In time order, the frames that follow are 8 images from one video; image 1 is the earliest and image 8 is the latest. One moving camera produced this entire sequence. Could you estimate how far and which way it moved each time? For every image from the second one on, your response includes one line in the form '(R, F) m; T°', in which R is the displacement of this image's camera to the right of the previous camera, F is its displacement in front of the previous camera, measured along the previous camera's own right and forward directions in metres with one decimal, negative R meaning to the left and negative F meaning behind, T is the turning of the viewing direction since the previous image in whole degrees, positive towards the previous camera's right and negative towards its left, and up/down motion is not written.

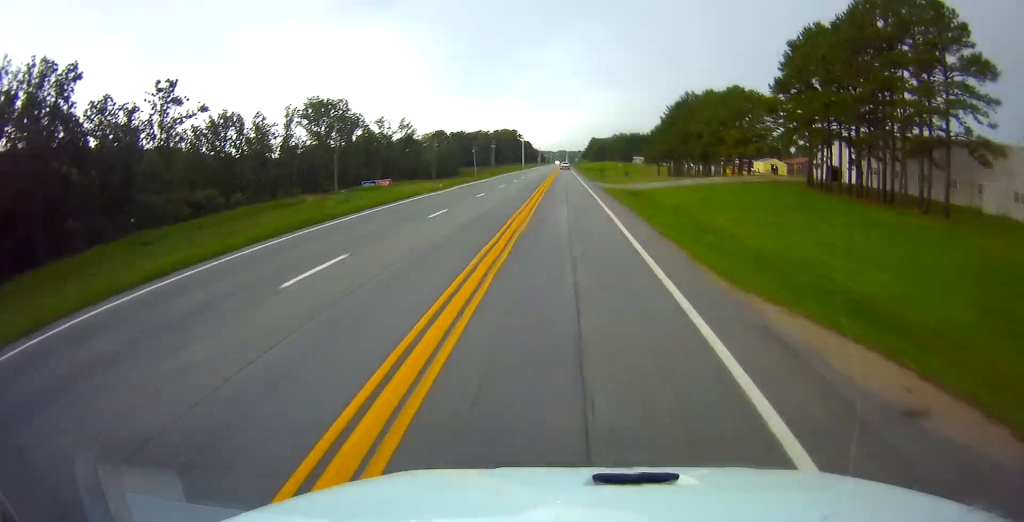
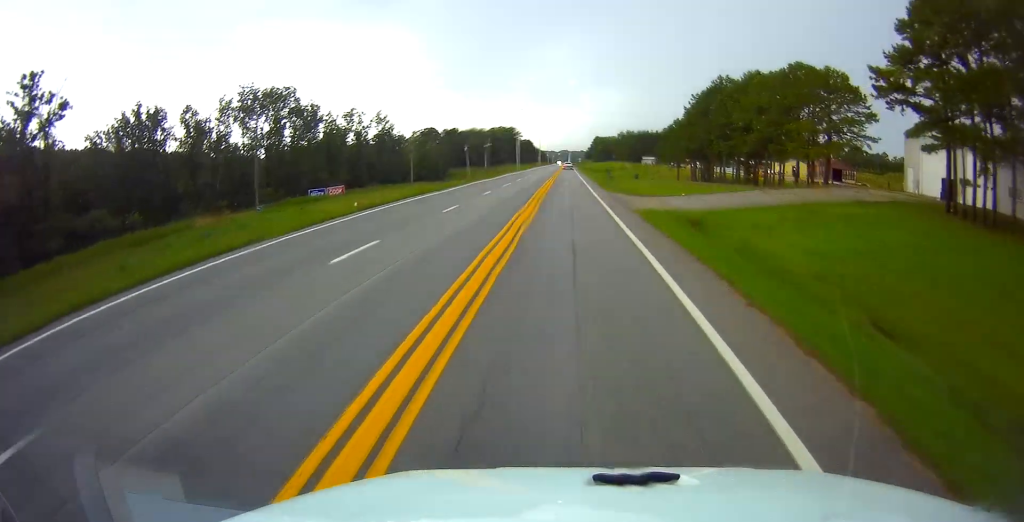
(-0.2, +22.4) m; +1°
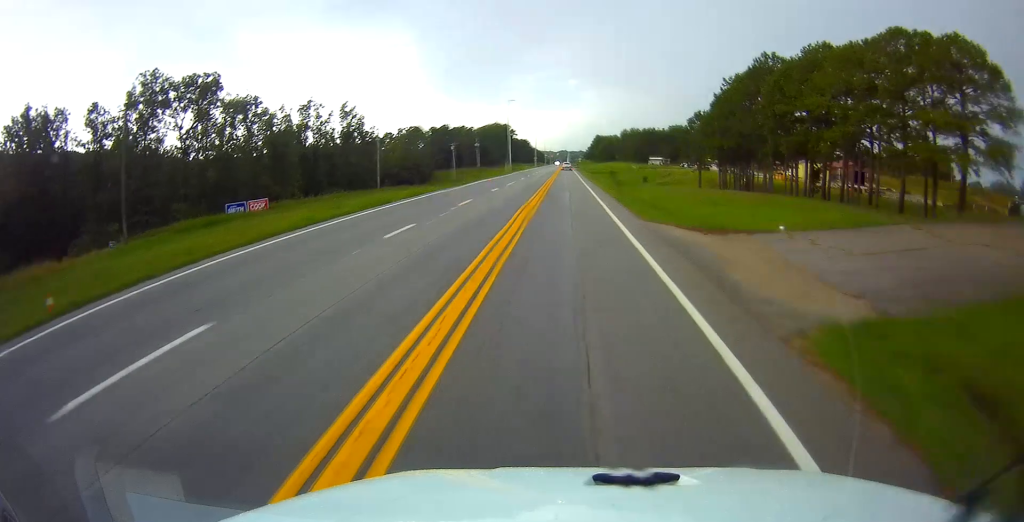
(+0.4, +20.7) m; 0°
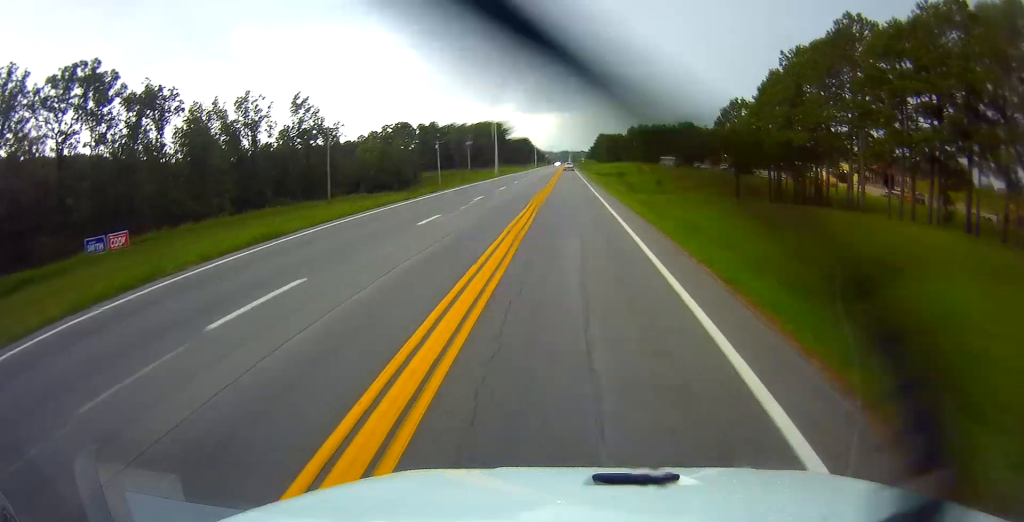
(-0.2, +21.5) m; -1°
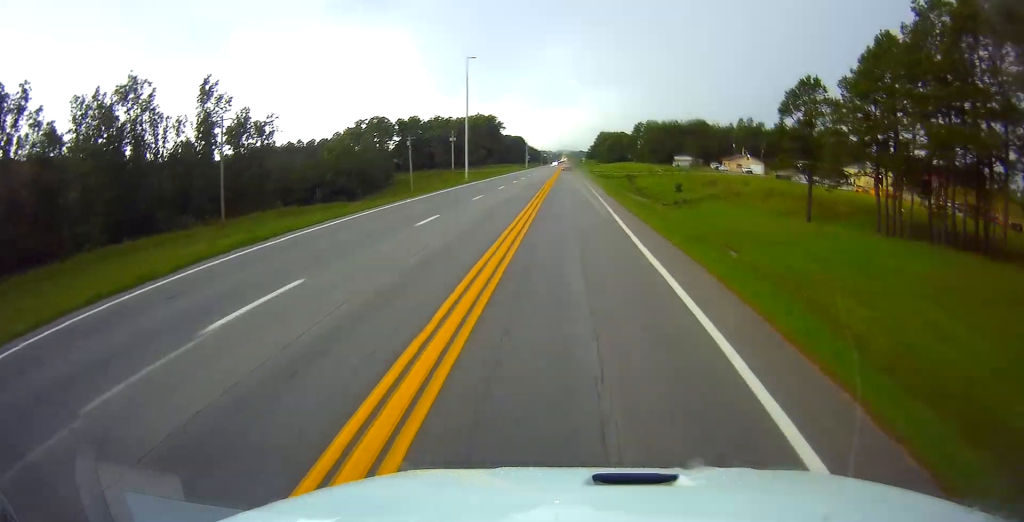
(-0.2, +25.1) m; 0°
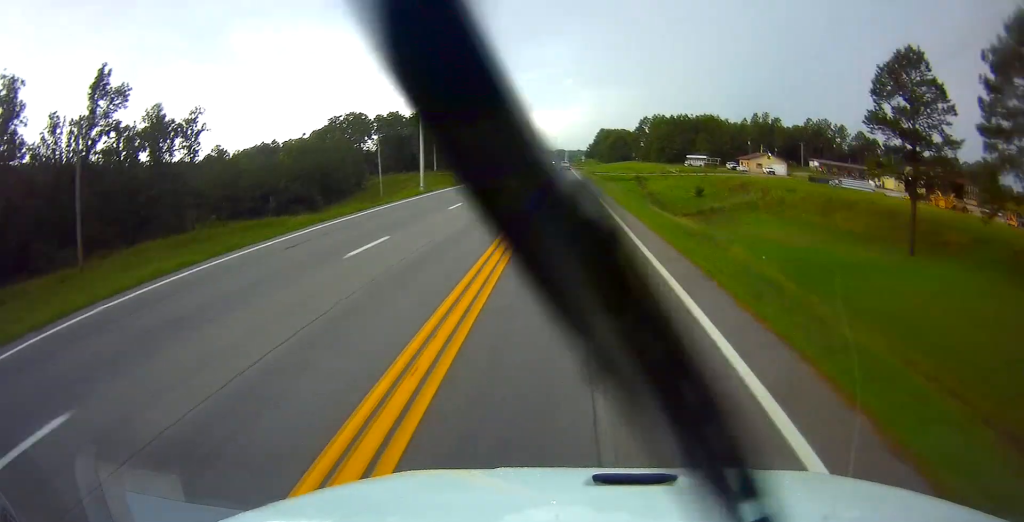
(+0.1, +18.8) m; +1°
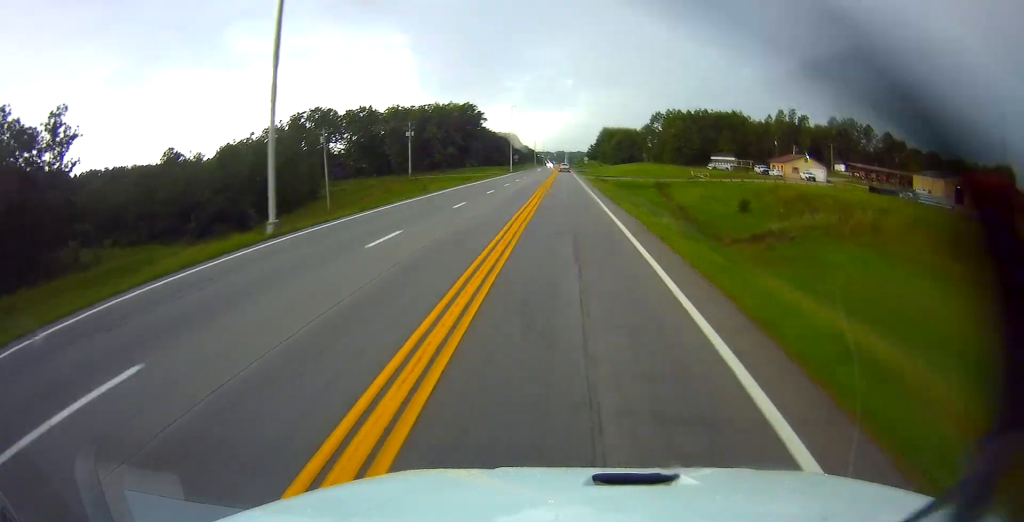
(+0.6, +23.3) m; 0°
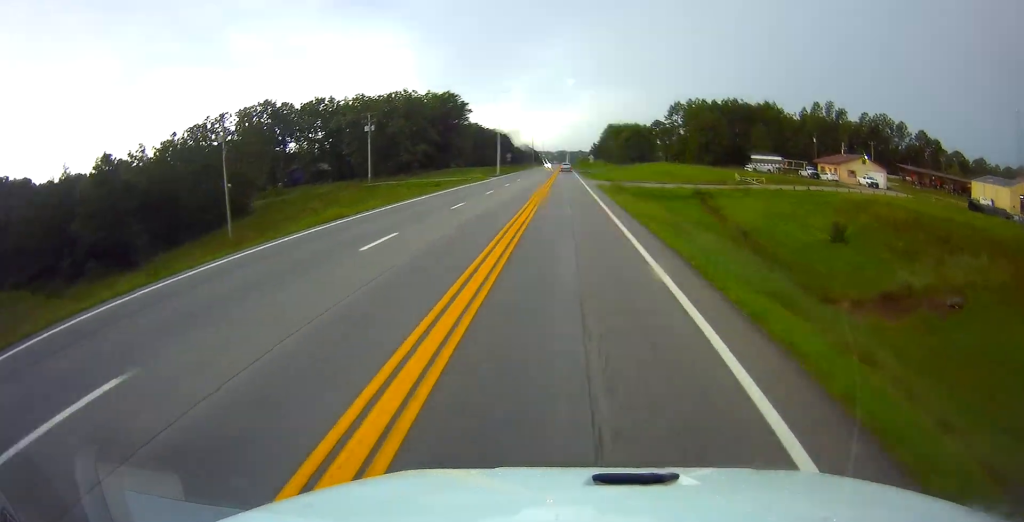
(-0.7, +25.1) m; 0°
